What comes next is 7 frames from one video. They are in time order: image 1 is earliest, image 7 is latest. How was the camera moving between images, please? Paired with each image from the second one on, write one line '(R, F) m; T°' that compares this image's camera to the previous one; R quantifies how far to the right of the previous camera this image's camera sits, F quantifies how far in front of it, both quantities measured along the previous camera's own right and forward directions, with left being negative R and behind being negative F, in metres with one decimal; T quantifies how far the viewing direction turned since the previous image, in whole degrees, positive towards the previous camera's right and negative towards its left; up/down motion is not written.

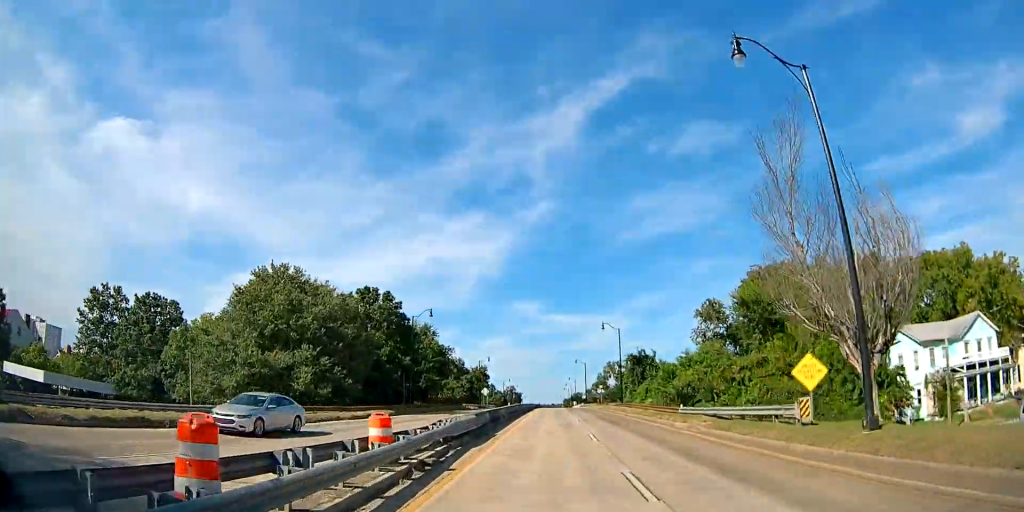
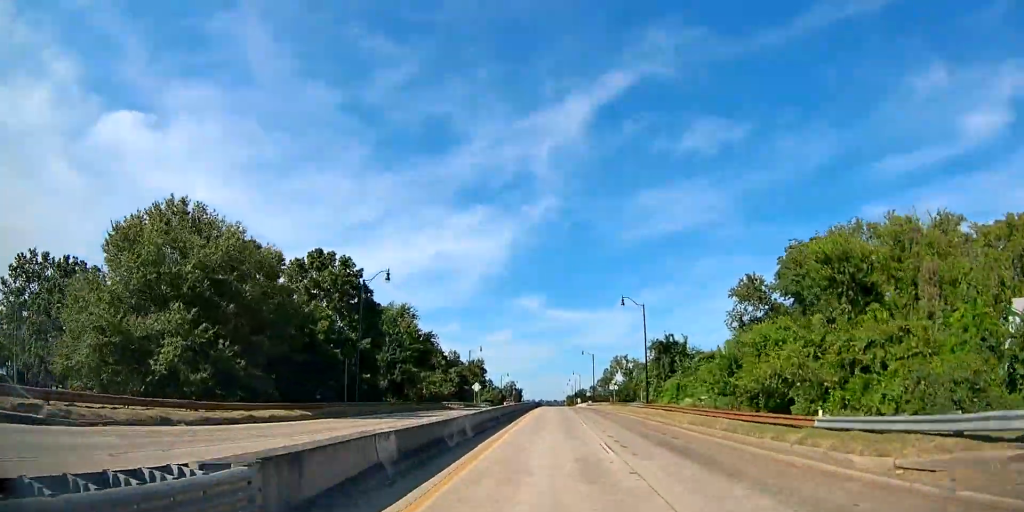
(+0.6, +16.7) m; 0°
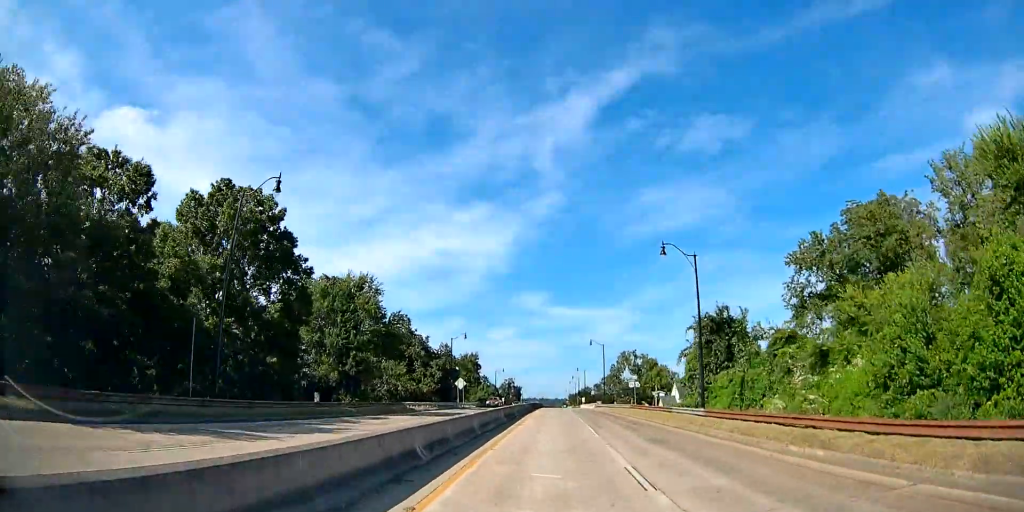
(-0.7, +18.5) m; -2°
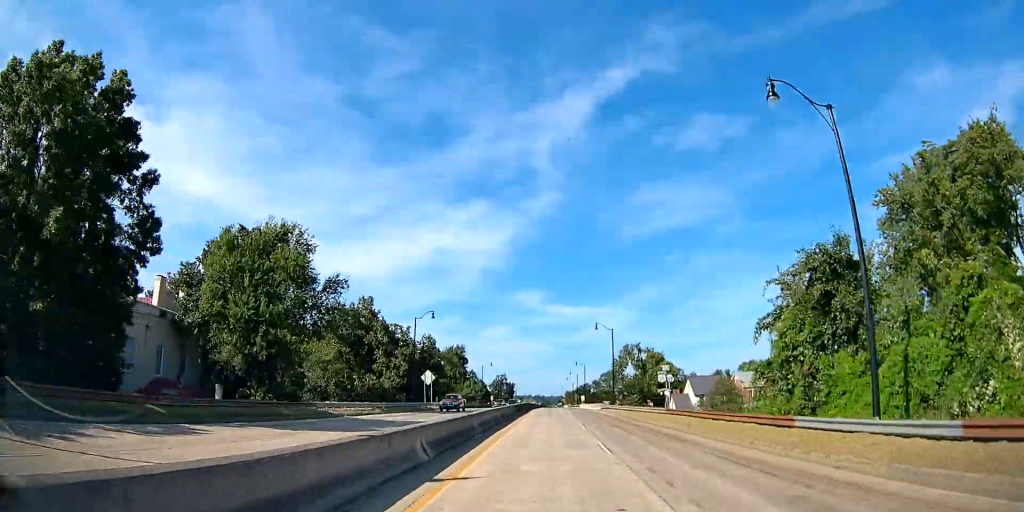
(-0.2, +18.5) m; 0°
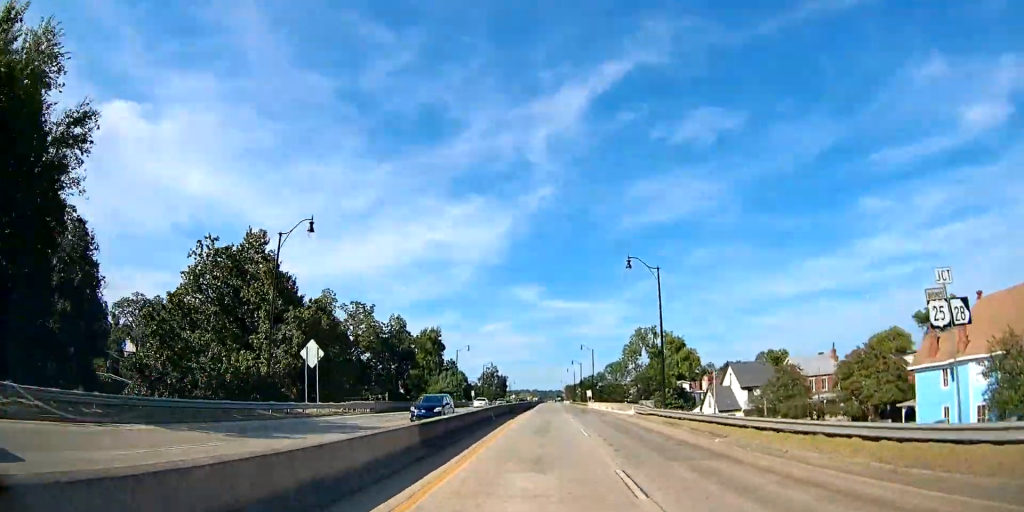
(0.0, +30.7) m; 0°
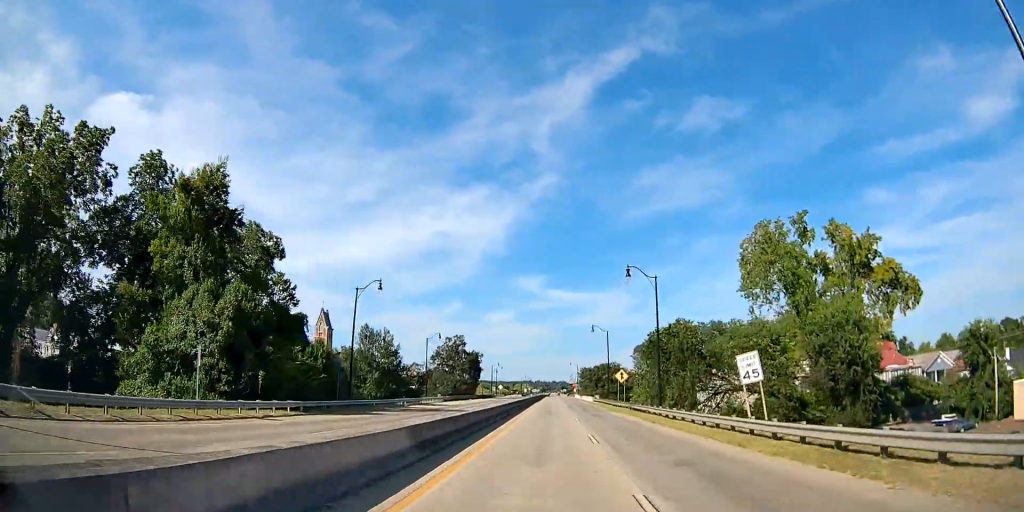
(-0.3, +89.1) m; -1°
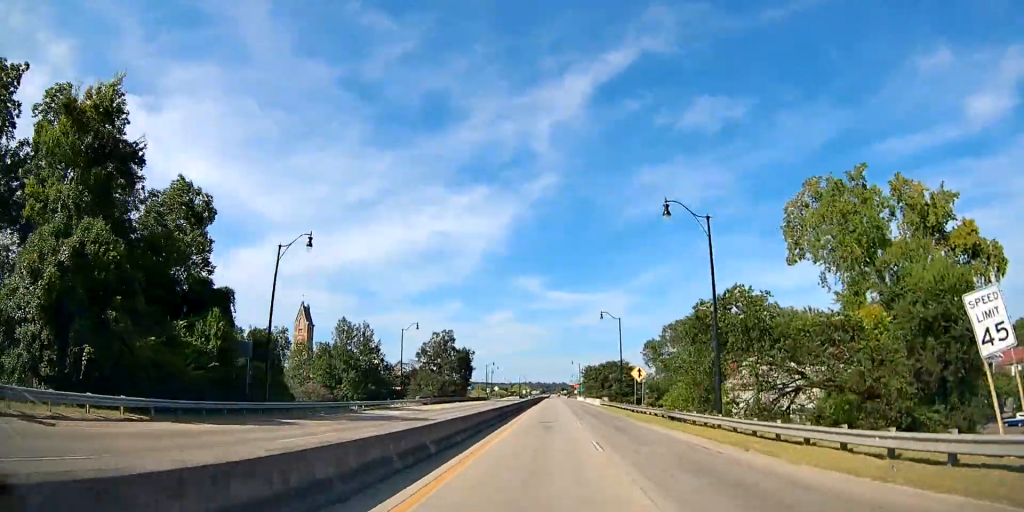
(-0.2, +13.7) m; 0°
